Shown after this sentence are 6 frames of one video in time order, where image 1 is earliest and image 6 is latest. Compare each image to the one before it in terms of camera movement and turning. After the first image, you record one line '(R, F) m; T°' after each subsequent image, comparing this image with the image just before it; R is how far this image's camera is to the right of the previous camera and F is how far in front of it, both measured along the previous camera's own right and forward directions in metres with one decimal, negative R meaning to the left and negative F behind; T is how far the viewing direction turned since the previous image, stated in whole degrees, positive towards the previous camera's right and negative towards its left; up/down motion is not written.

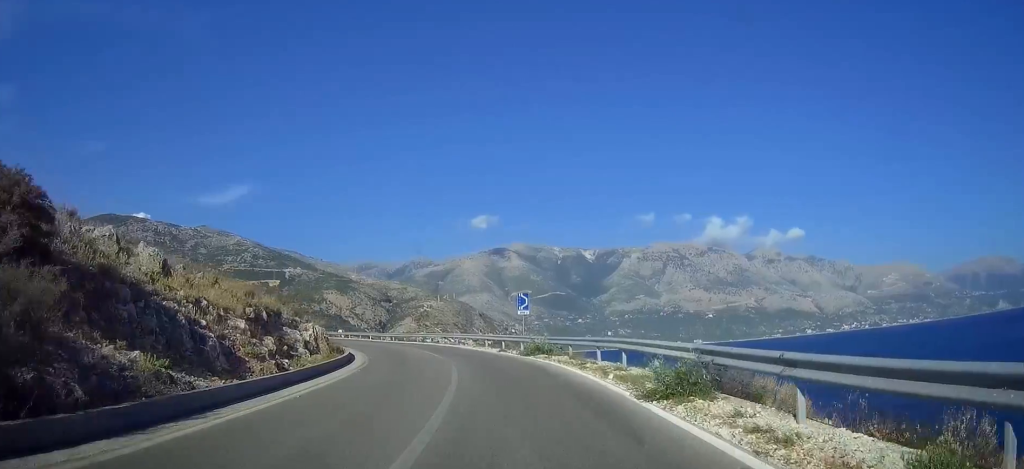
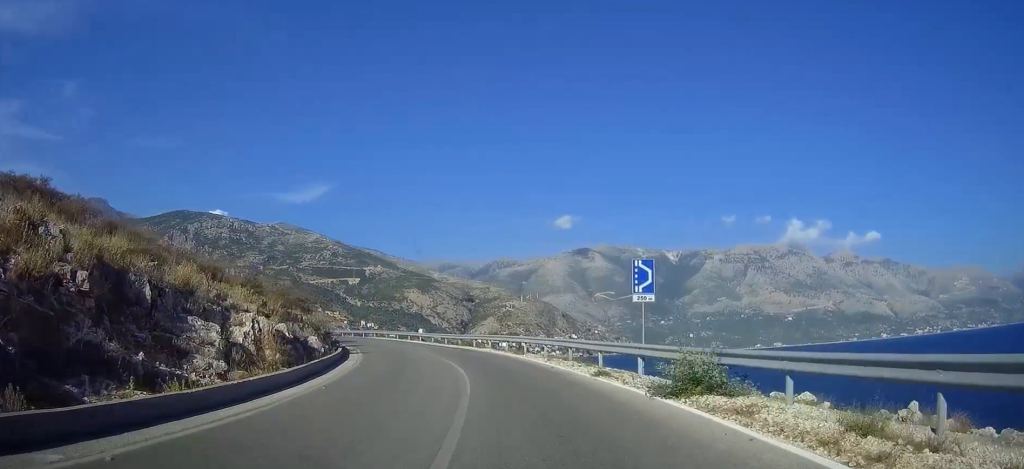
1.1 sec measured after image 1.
(-0.7, +17.8) m; -5°
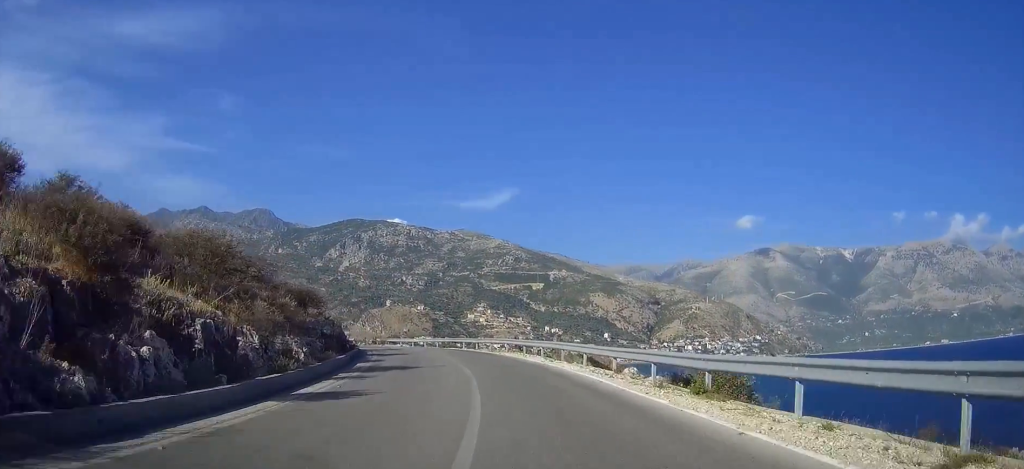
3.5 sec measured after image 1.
(-4.7, +35.3) m; -15°
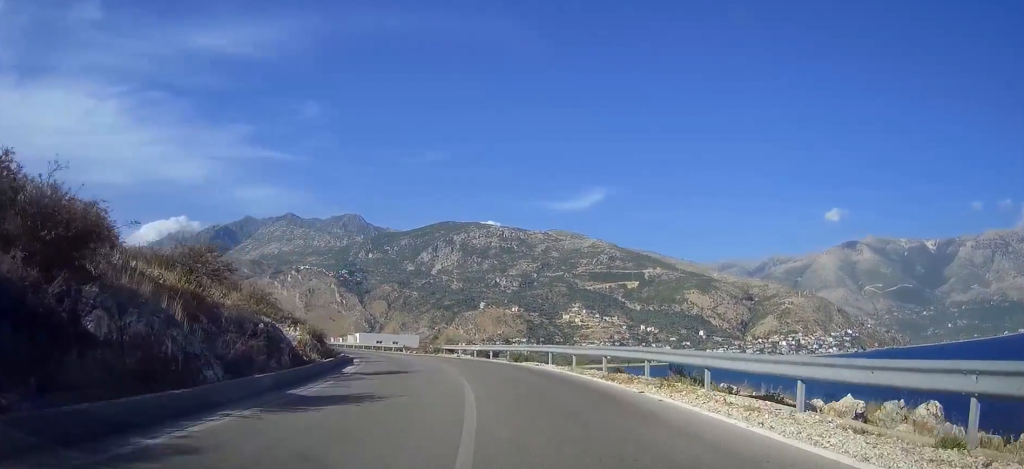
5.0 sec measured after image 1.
(-1.8, +23.2) m; -11°
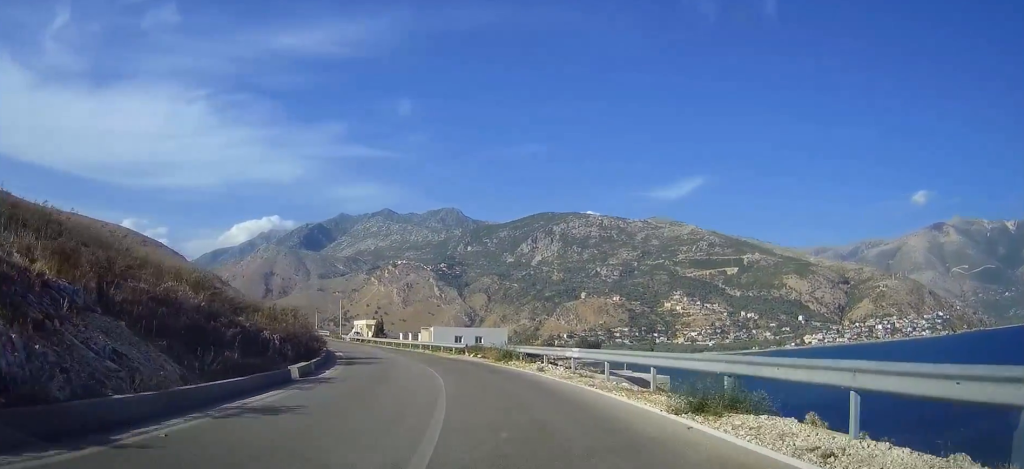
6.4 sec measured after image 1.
(-1.7, +21.6) m; -5°
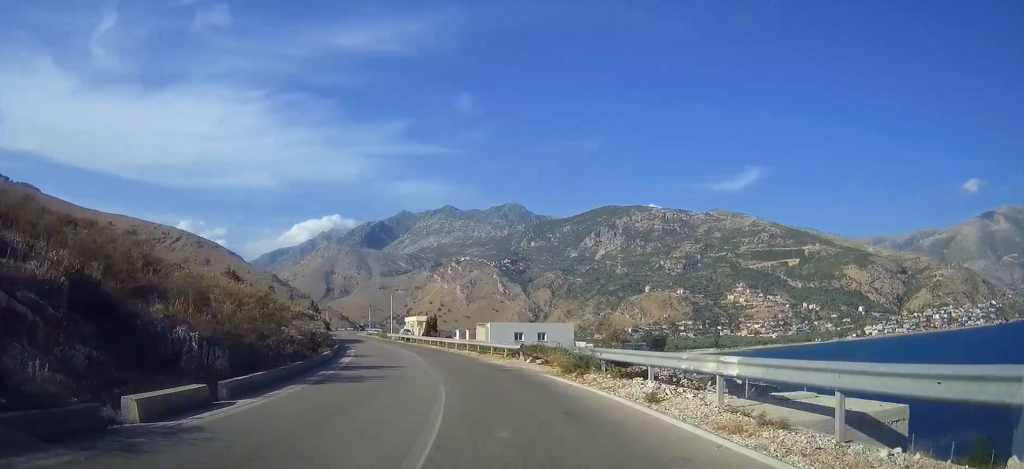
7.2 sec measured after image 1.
(0.0, +11.5) m; -4°
